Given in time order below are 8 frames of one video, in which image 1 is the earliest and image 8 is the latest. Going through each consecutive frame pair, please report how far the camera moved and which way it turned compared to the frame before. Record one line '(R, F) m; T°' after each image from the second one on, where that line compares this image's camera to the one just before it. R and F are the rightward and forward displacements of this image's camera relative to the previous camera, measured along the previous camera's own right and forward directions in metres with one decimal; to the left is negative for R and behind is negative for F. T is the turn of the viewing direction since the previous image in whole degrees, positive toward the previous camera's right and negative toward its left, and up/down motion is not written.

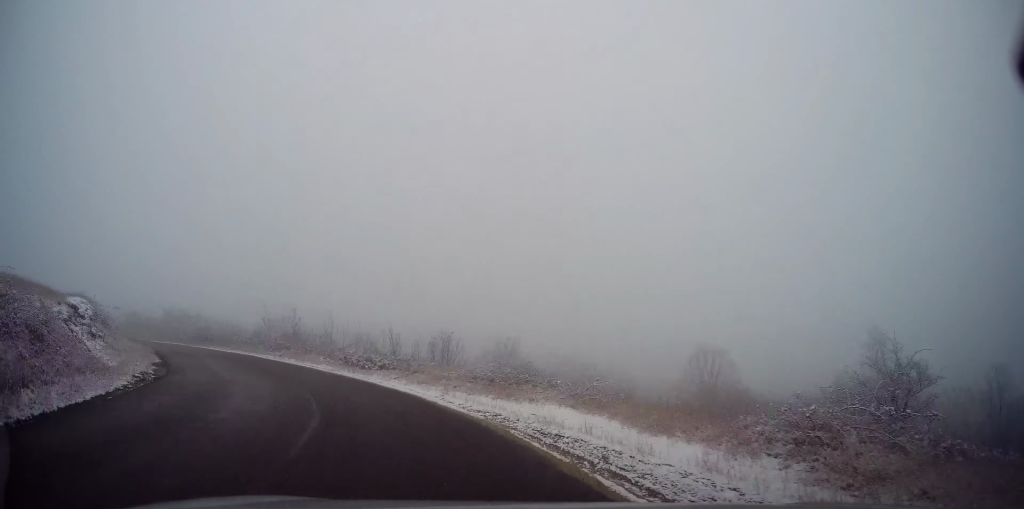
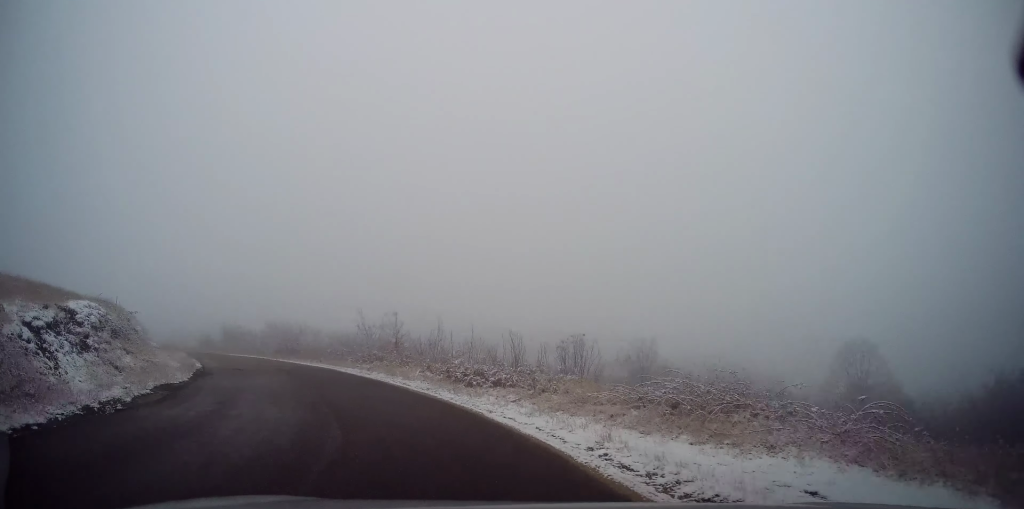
(+0.3, +5.8) m; -10°
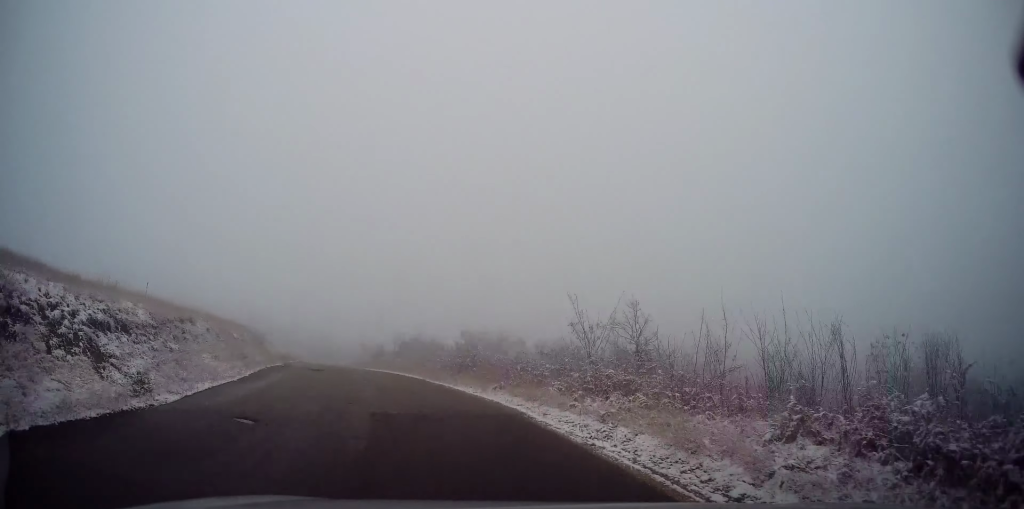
(-3.6, +12.8) m; -23°
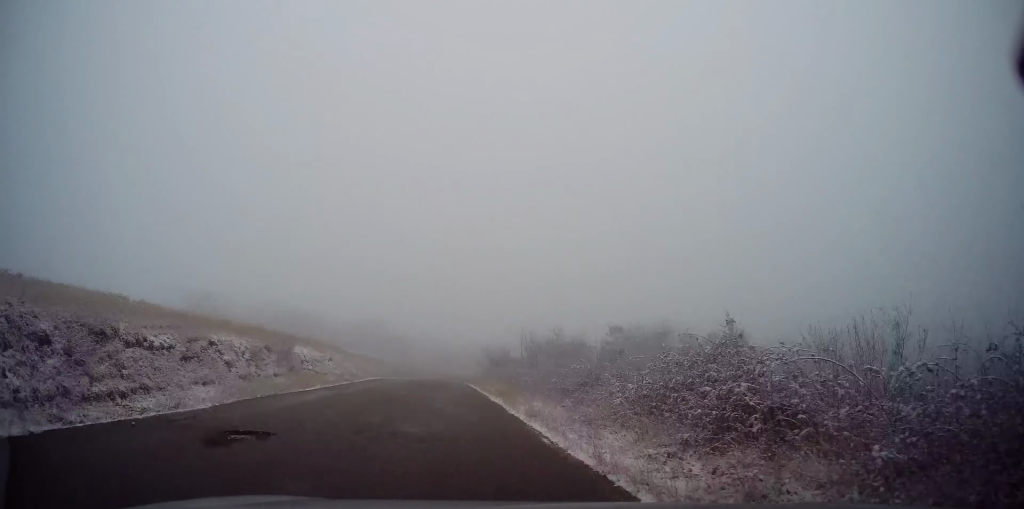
(-2.5, +15.0) m; -16°
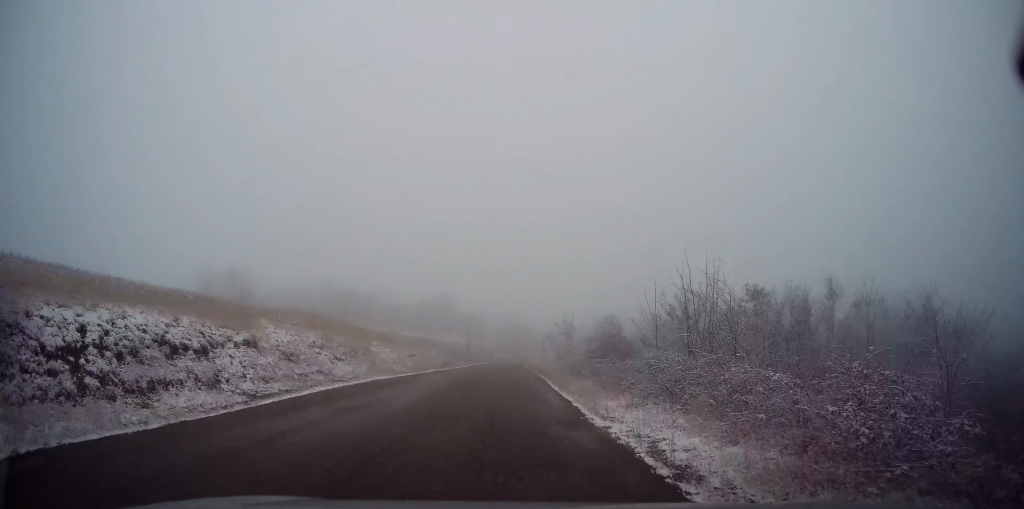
(-1.9, +17.1) m; -7°
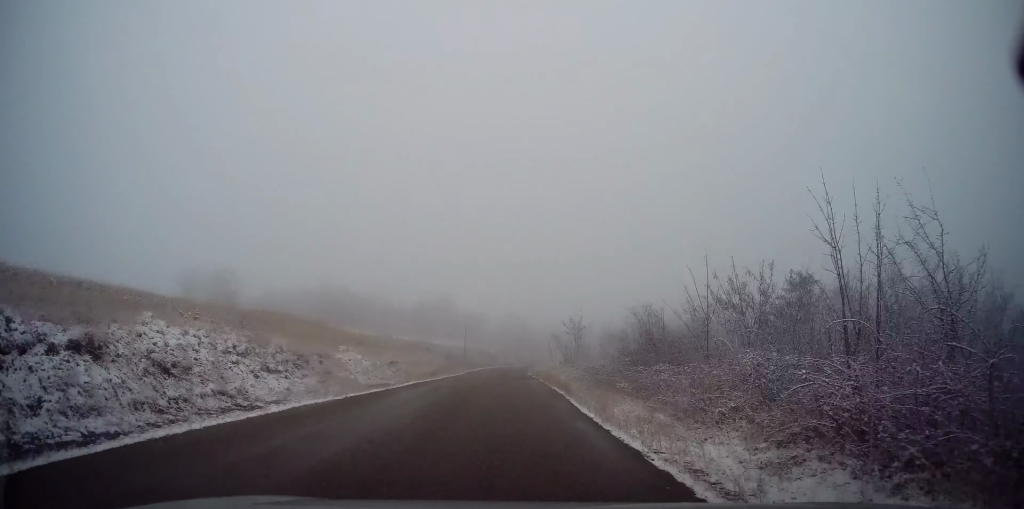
(0.0, +6.2) m; 0°
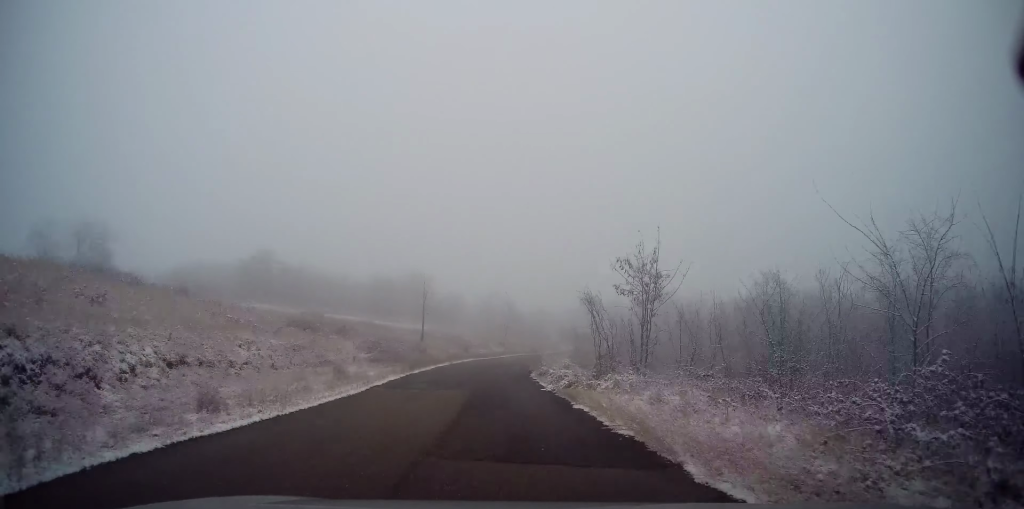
(+0.3, +26.3) m; +1°
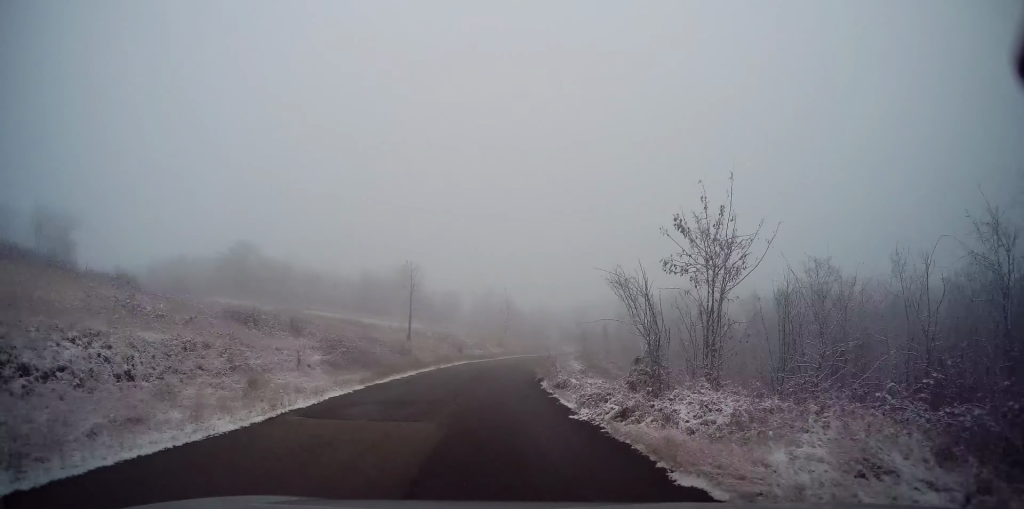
(+0.1, +6.5) m; 0°
